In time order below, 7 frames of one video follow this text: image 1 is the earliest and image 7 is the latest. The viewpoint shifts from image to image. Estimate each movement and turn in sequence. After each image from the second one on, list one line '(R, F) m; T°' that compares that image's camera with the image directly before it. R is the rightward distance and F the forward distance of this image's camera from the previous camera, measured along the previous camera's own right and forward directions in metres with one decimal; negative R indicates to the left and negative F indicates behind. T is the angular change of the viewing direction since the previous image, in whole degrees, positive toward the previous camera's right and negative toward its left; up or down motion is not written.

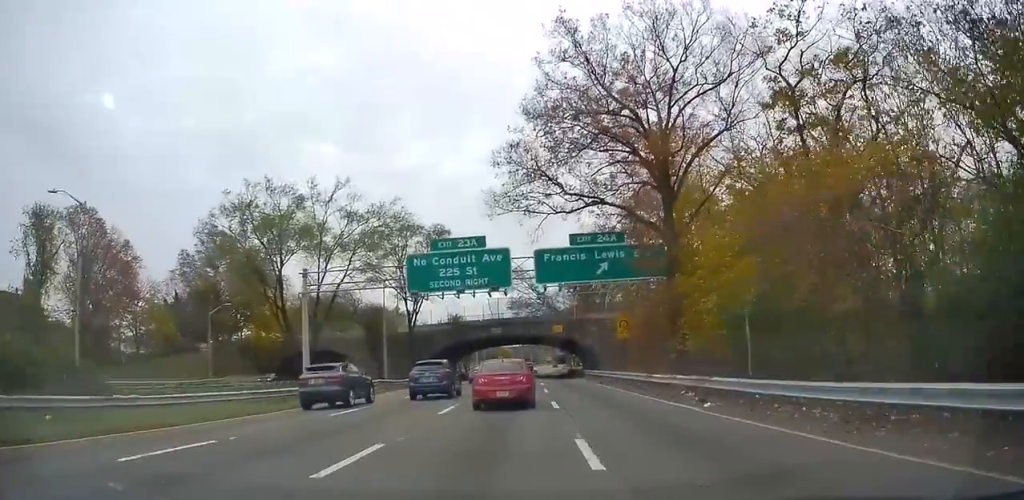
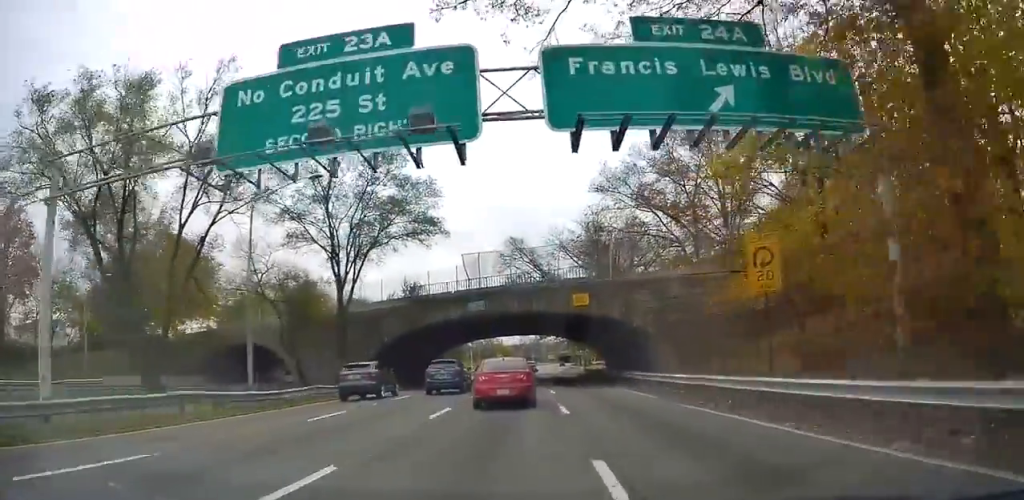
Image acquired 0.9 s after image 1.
(-0.1, +22.9) m; 0°
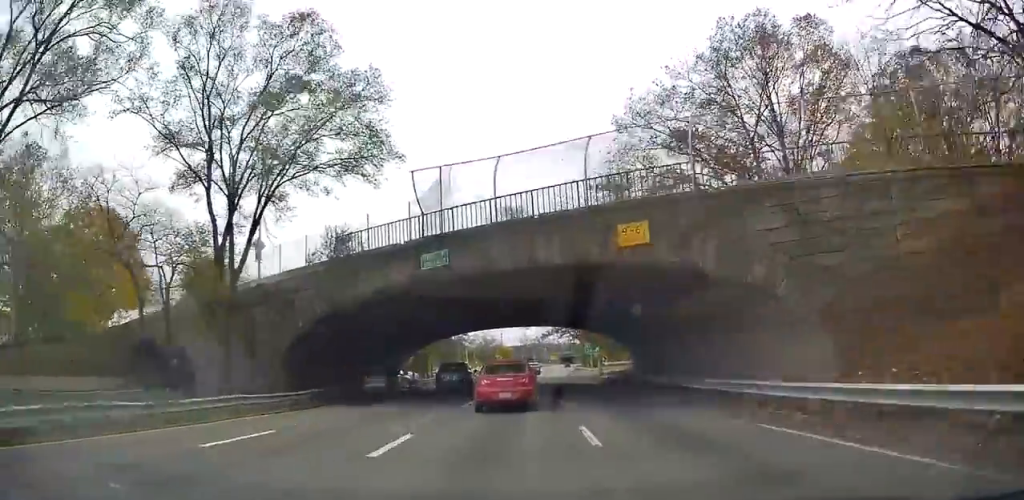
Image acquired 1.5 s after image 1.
(+0.1, +15.7) m; +1°
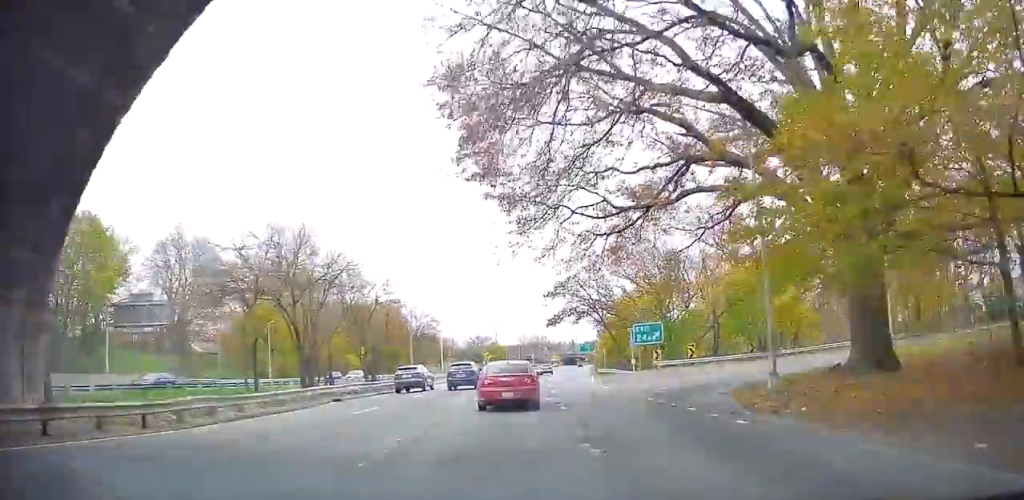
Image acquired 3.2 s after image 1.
(0.0, +43.0) m; -1°
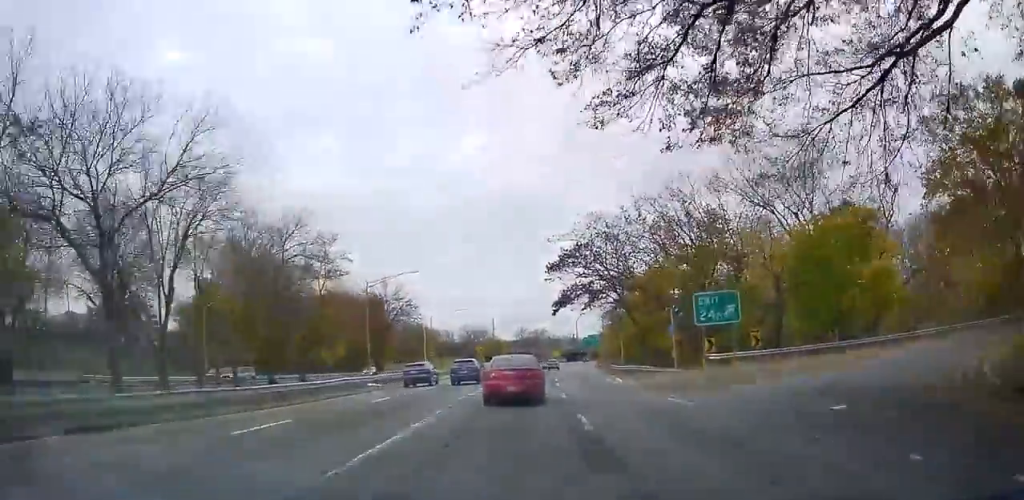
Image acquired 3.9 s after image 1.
(-0.1, +17.9) m; 0°
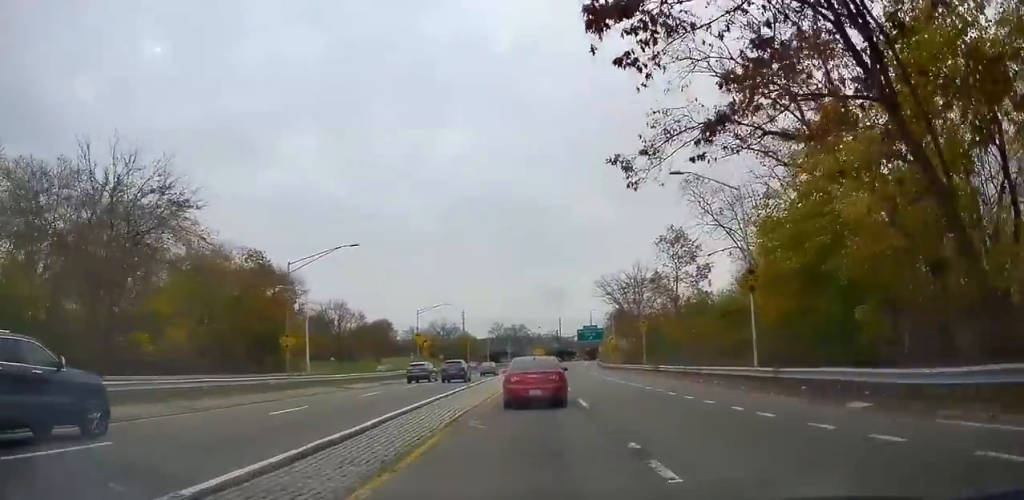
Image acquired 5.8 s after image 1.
(+0.1, +47.3) m; +1°
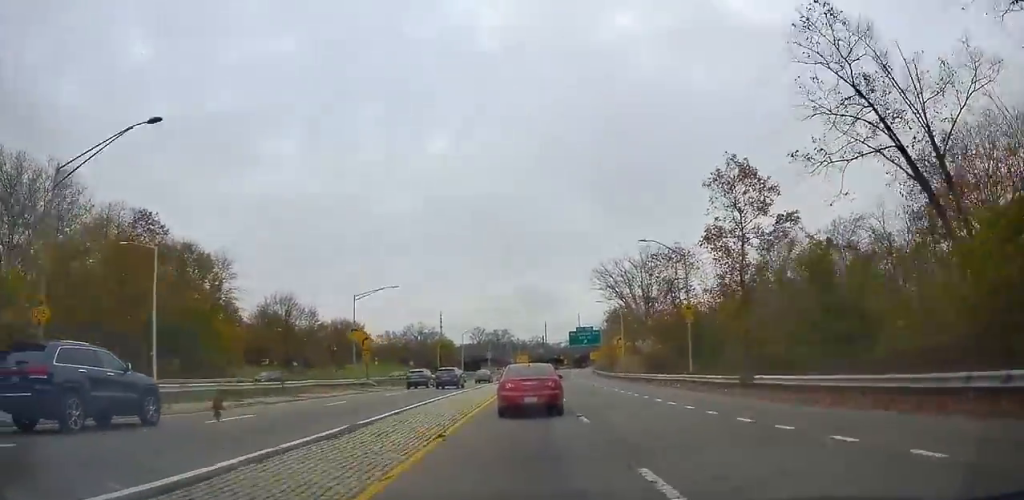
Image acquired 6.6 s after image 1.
(0.0, +22.3) m; 0°
